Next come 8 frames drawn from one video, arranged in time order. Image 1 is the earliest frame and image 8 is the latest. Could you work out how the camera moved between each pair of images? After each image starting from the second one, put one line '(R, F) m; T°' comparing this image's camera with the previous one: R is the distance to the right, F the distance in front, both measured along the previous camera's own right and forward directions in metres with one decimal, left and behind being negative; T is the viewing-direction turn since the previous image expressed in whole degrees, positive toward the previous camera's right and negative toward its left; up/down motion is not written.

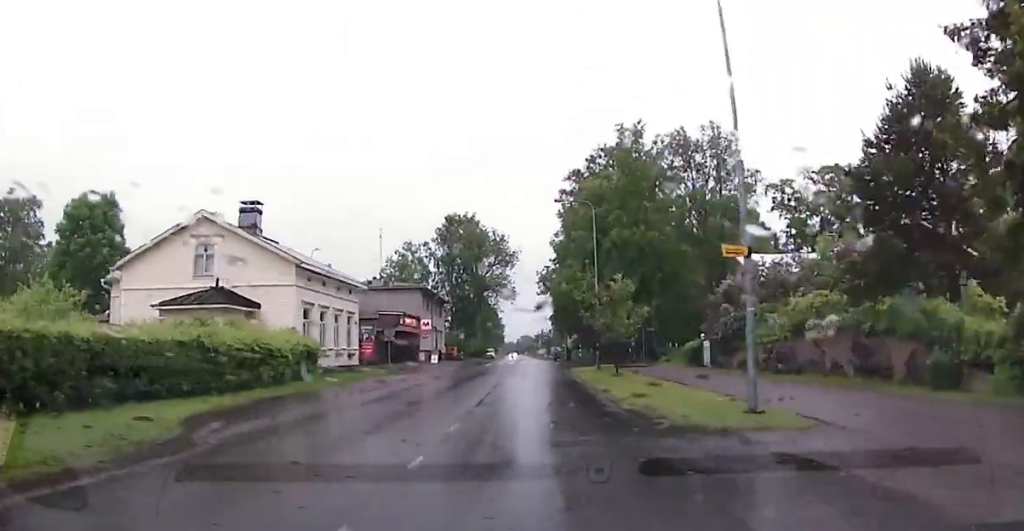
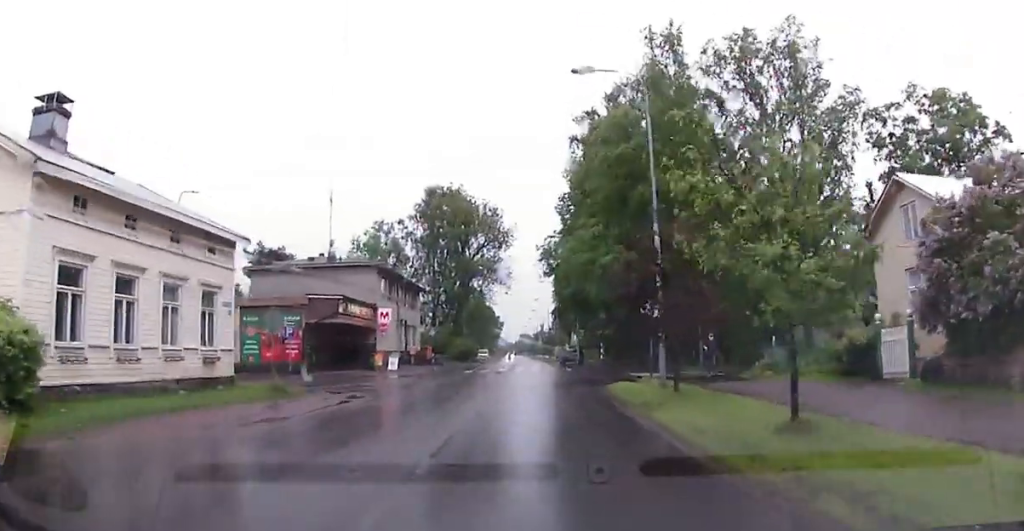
(+0.1, +18.0) m; 0°
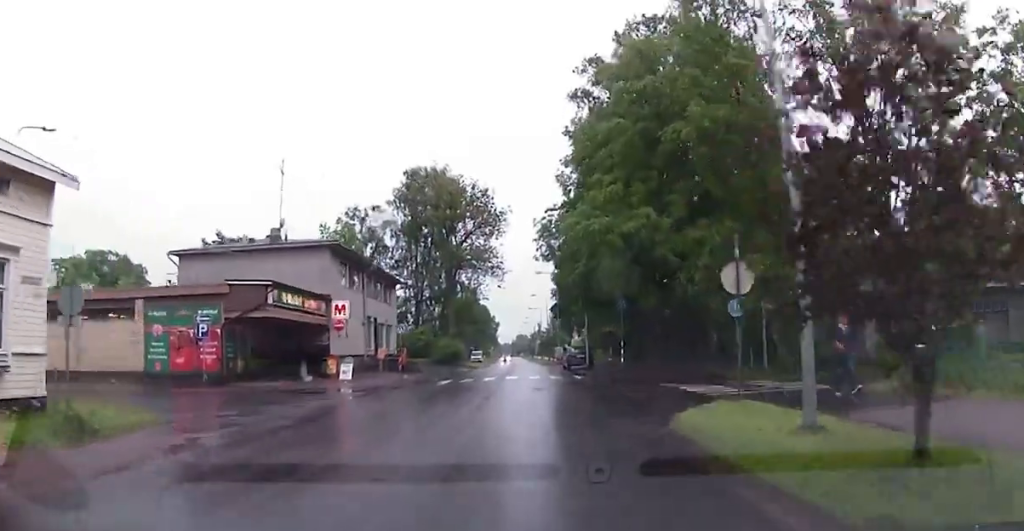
(-0.1, +10.5) m; -1°
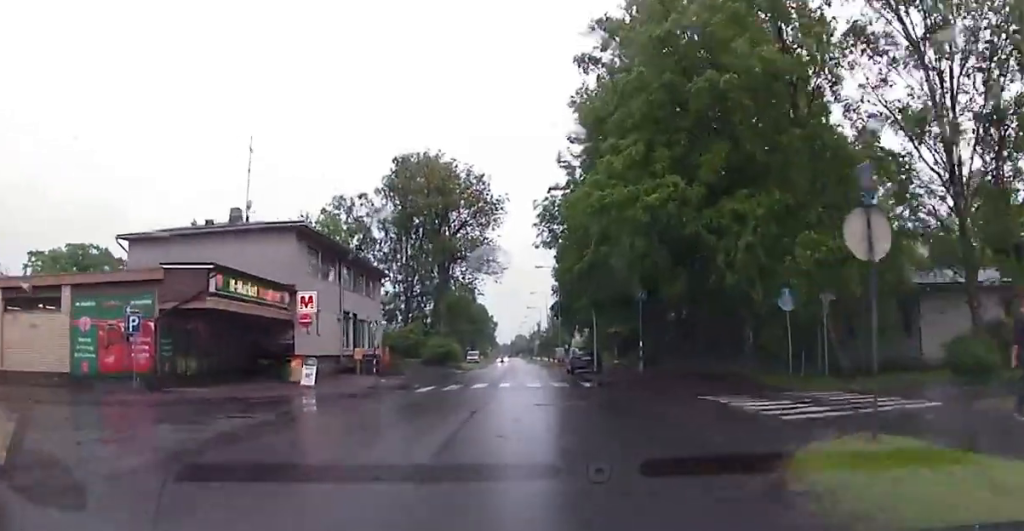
(-0.1, +5.5) m; 0°
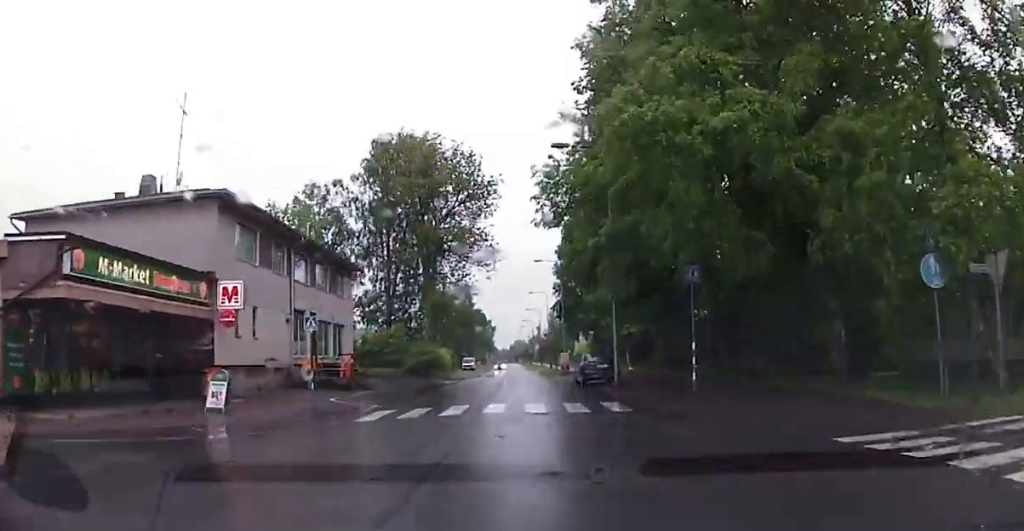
(0.0, +8.4) m; +1°
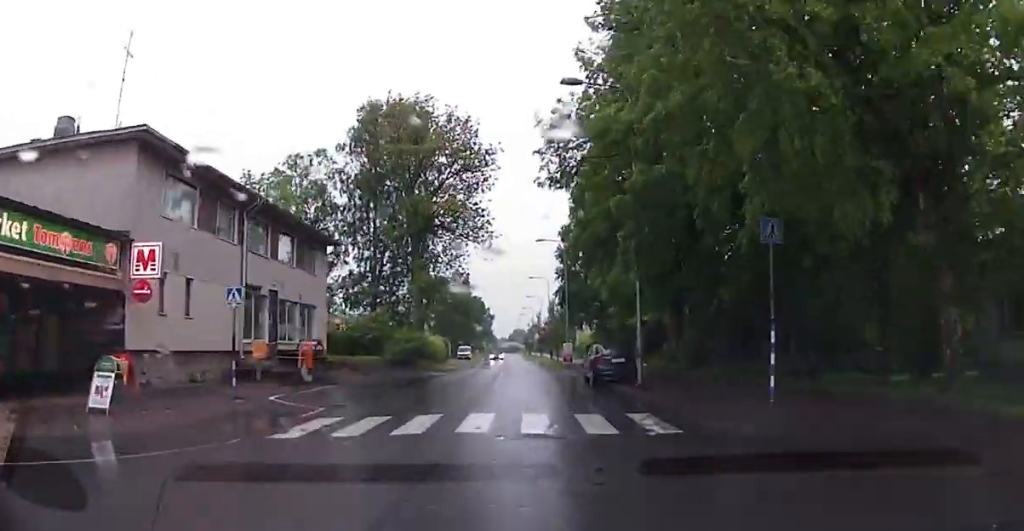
(+0.2, +5.8) m; 0°
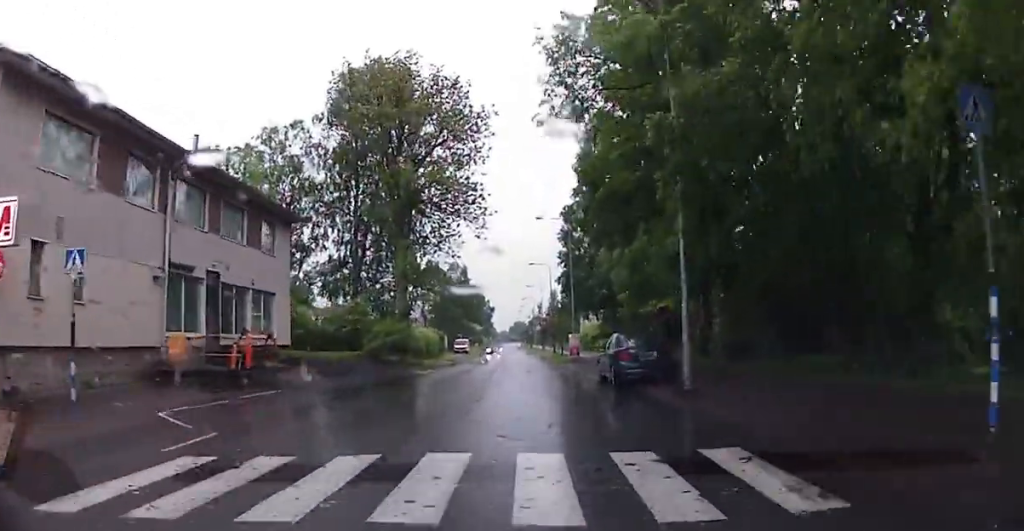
(0.0, +6.1) m; 0°
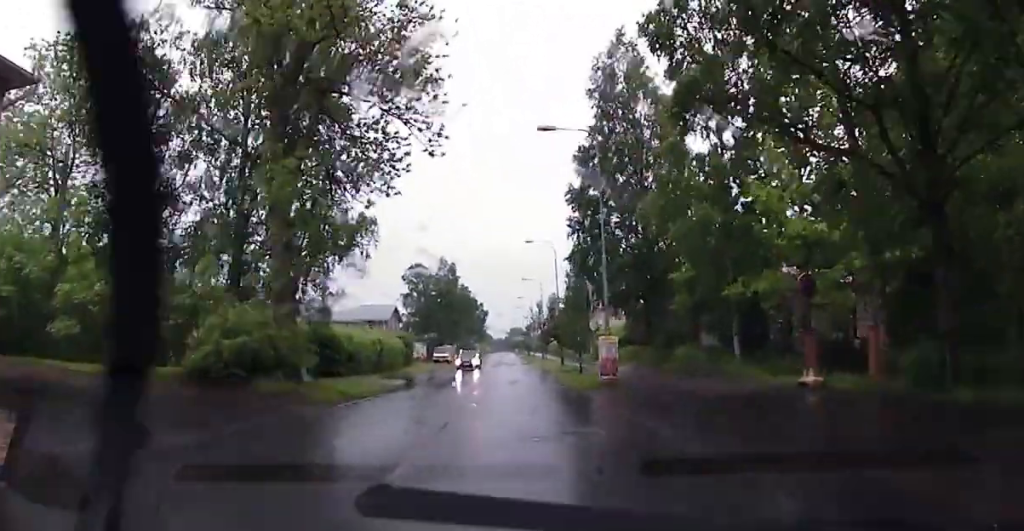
(-0.1, +20.3) m; 0°
